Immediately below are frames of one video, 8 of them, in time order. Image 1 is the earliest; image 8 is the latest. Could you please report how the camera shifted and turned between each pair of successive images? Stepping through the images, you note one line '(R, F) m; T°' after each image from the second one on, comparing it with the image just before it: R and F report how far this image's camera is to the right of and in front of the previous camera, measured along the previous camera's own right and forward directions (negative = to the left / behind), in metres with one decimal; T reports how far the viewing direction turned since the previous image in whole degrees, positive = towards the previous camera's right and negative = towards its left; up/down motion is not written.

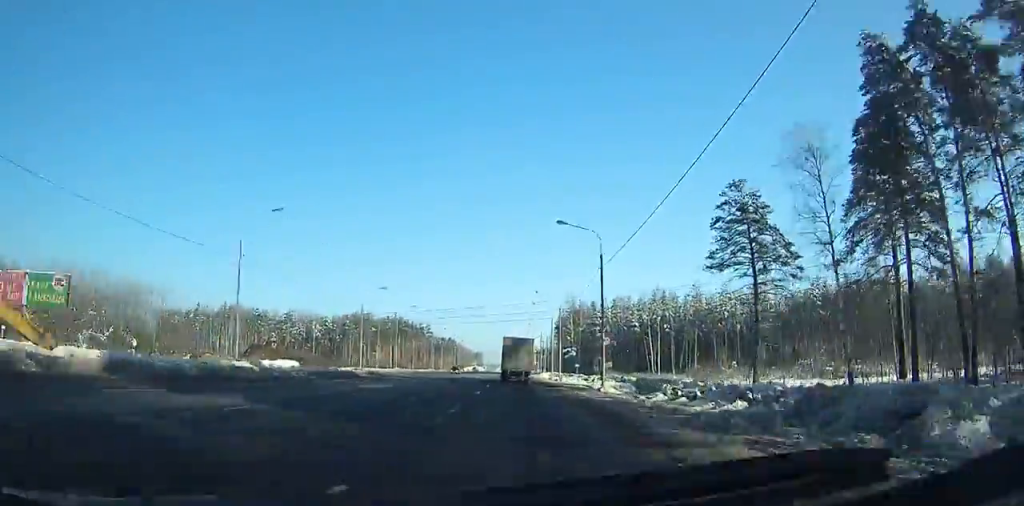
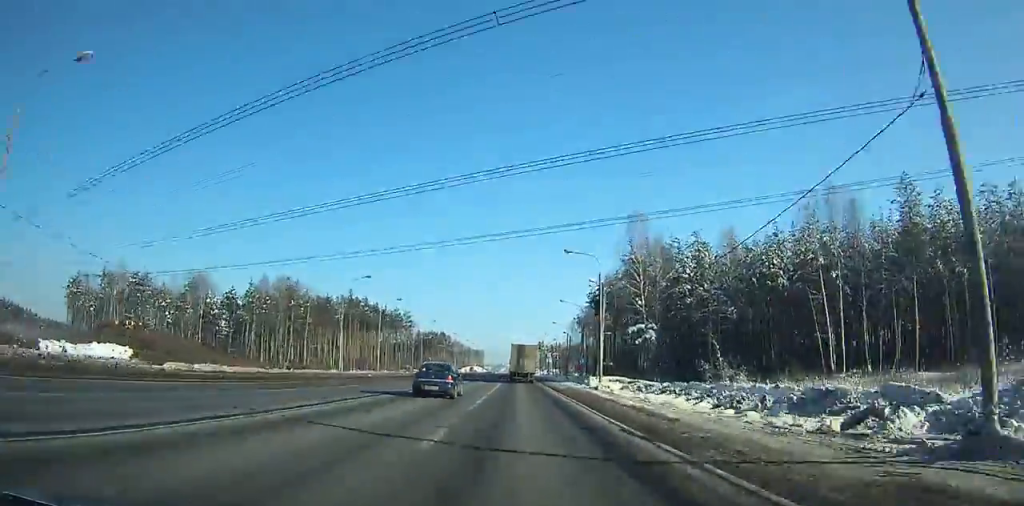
(-0.3, +77.0) m; 0°
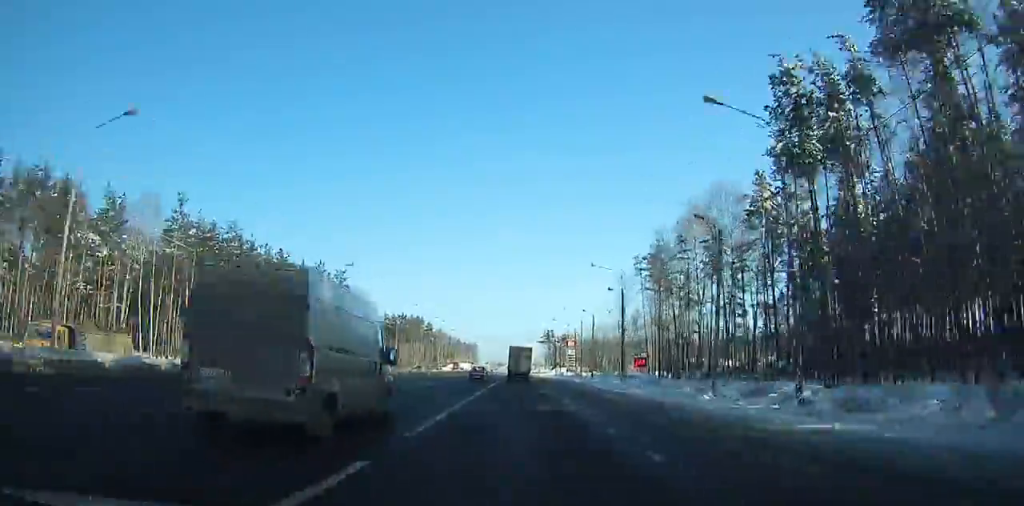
(-0.2, +97.6) m; -1°
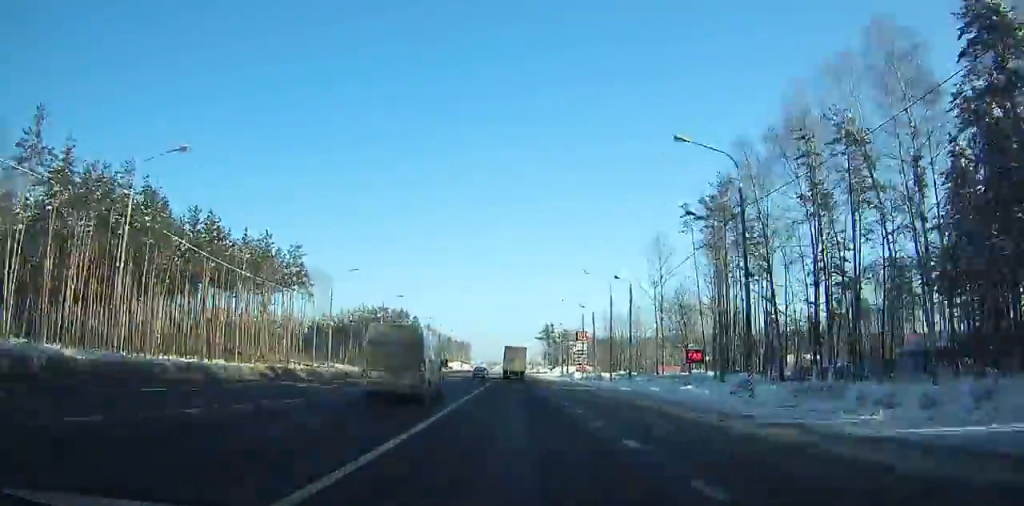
(-0.1, +30.2) m; 0°
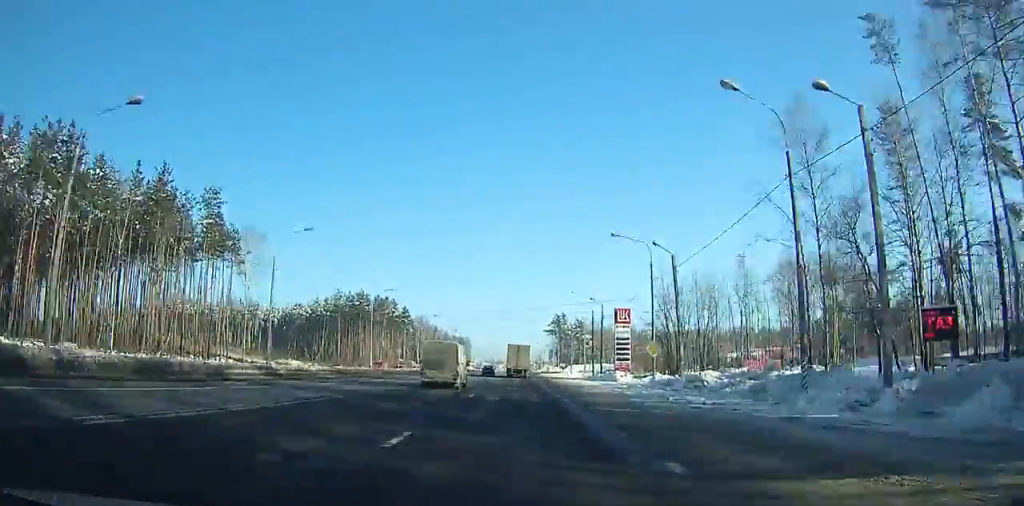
(0.0, +38.6) m; 0°
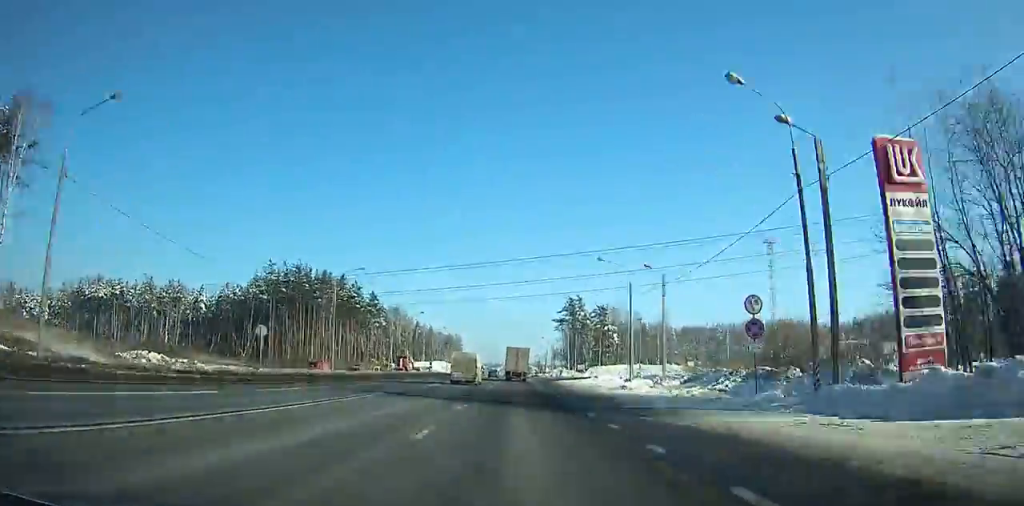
(0.0, +51.7) m; +1°
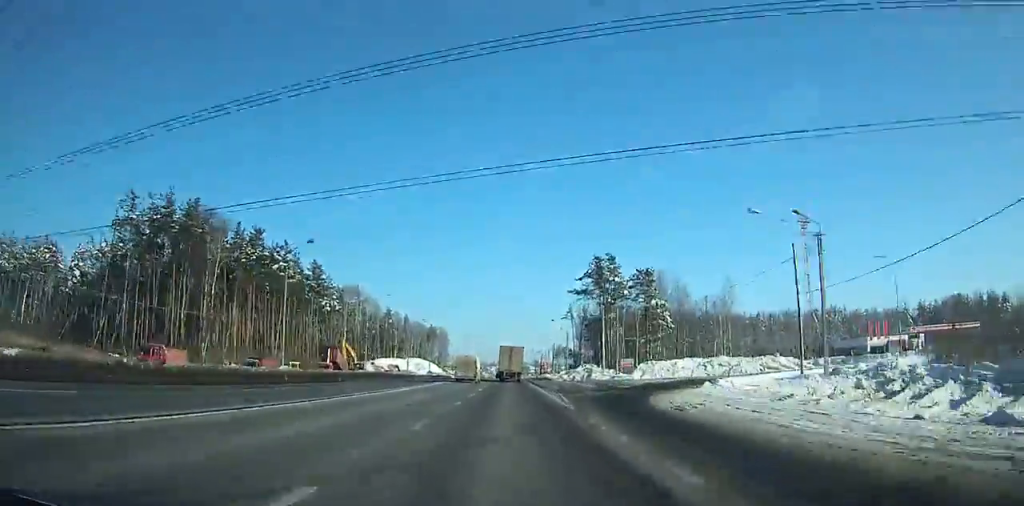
(+0.9, +50.0) m; +1°
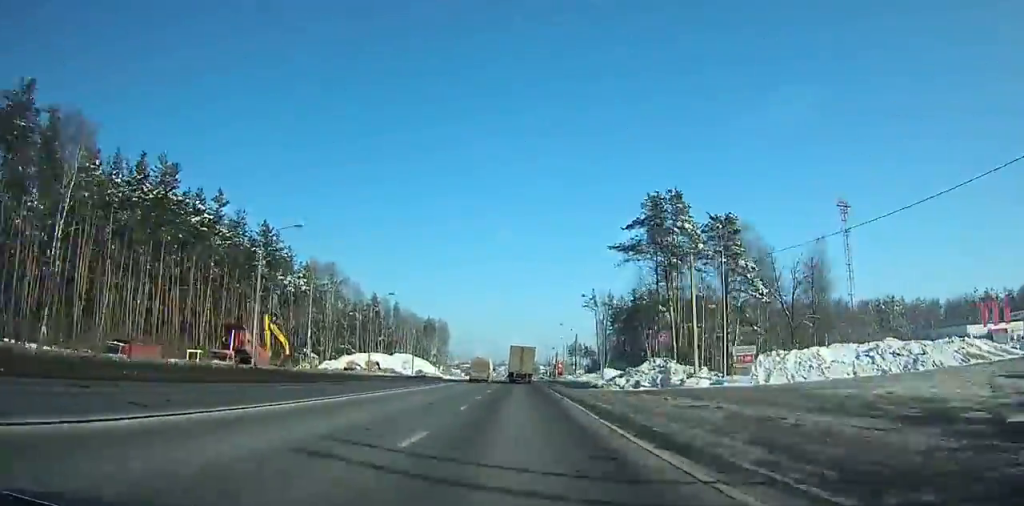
(+0.2, +31.6) m; 0°
